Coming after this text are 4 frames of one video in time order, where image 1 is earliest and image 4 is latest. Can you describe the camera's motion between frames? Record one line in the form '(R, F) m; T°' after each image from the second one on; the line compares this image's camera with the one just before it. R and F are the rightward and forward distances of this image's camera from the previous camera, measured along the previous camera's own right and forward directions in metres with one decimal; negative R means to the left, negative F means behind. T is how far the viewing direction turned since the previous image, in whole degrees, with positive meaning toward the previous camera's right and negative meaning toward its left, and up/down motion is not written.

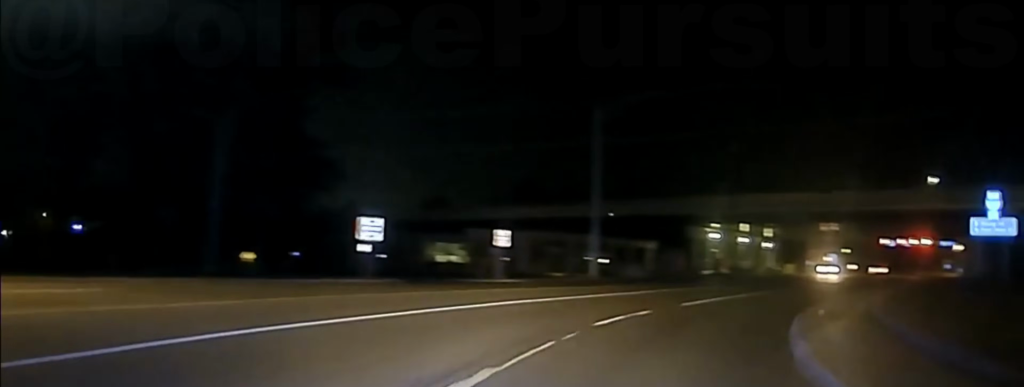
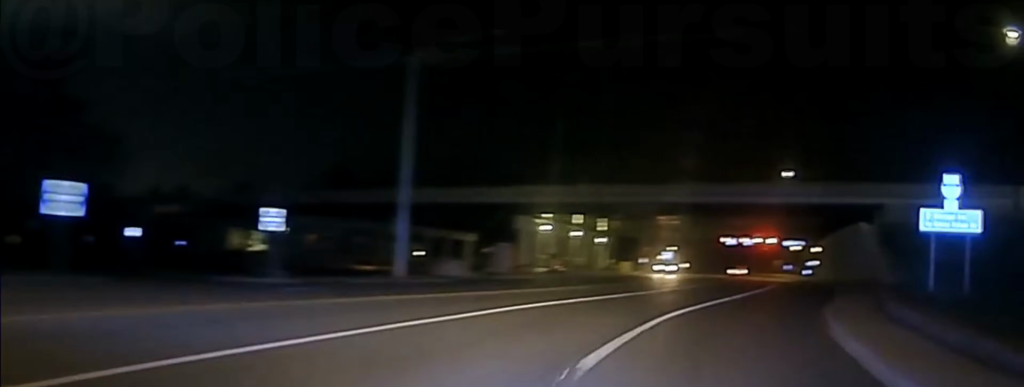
(+1.6, +12.3) m; +10°
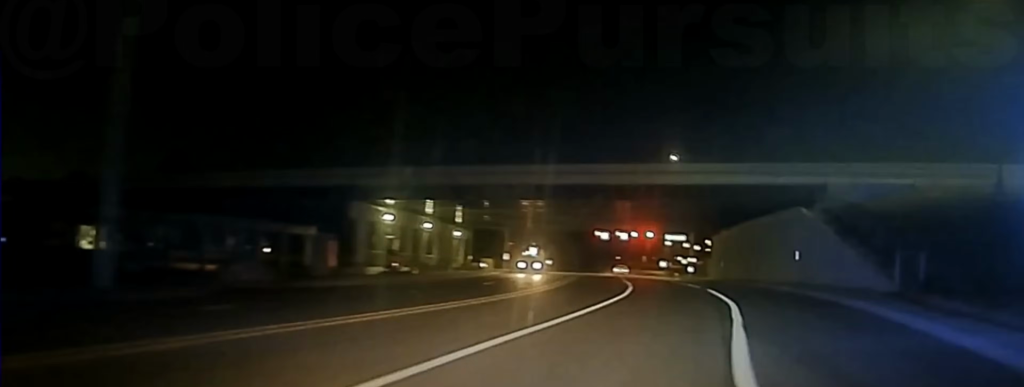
(+1.5, +15.8) m; +6°
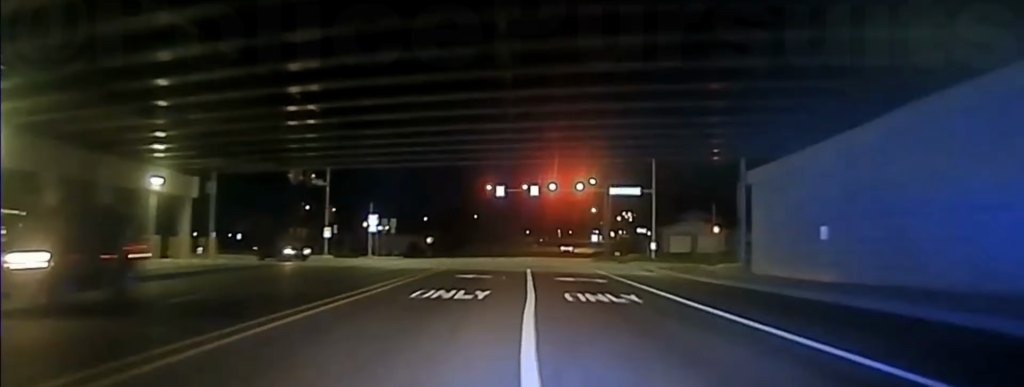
(+2.6, +57.4) m; +3°
